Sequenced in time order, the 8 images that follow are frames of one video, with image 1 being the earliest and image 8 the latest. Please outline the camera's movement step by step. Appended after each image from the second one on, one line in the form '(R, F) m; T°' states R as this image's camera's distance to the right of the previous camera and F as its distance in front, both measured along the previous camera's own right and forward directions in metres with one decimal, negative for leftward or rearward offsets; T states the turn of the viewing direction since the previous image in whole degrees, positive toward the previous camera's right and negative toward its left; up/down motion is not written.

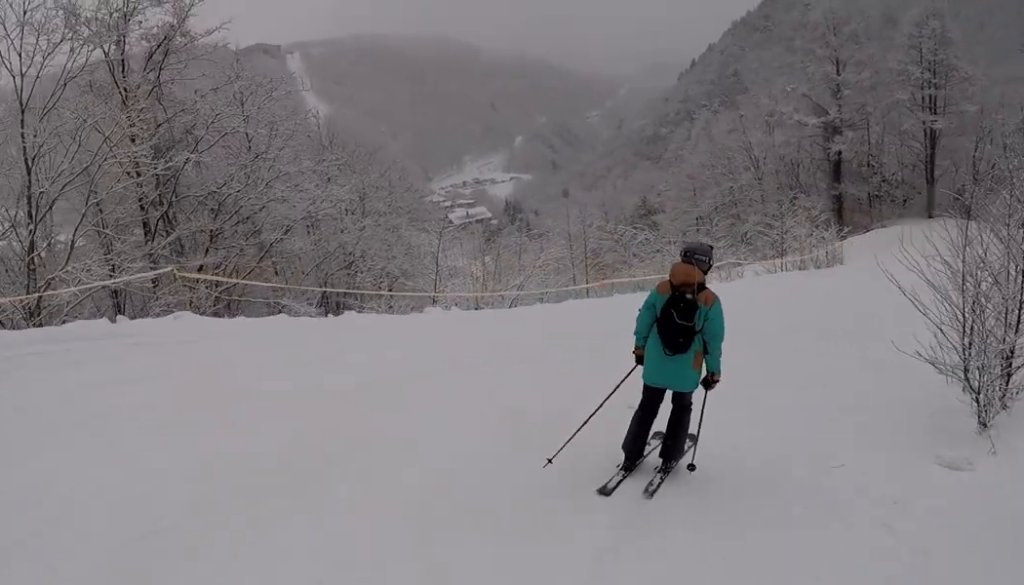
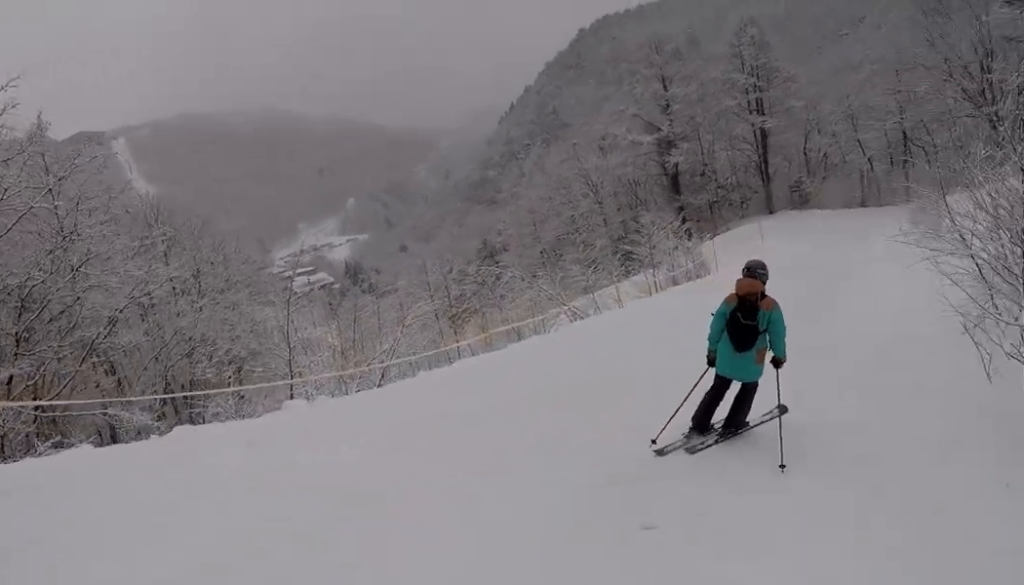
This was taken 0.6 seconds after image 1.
(+0.3, +3.2) m; +9°
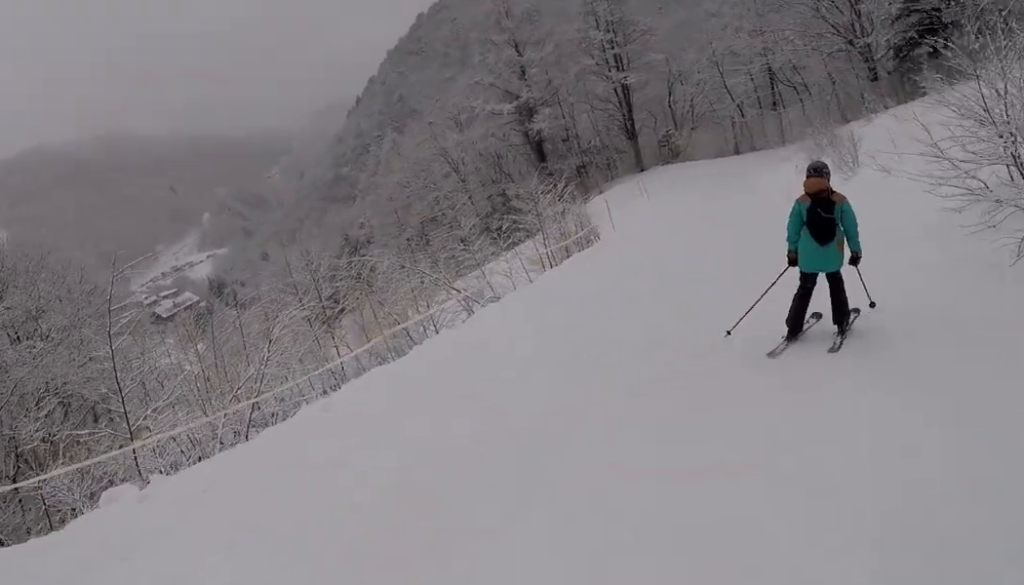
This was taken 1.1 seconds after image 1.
(-0.1, +3.2) m; +10°
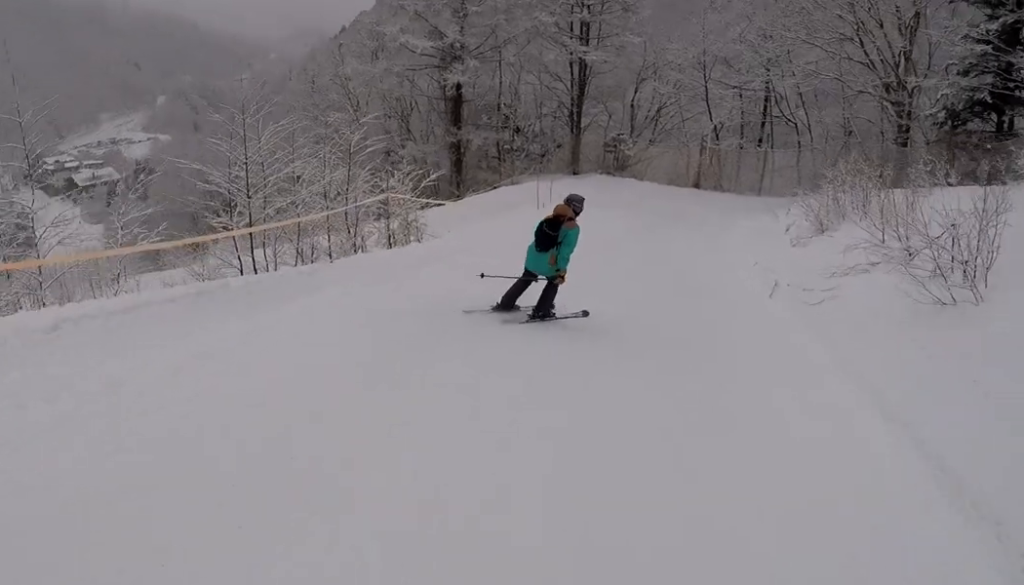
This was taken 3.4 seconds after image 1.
(+2.8, +14.0) m; +7°
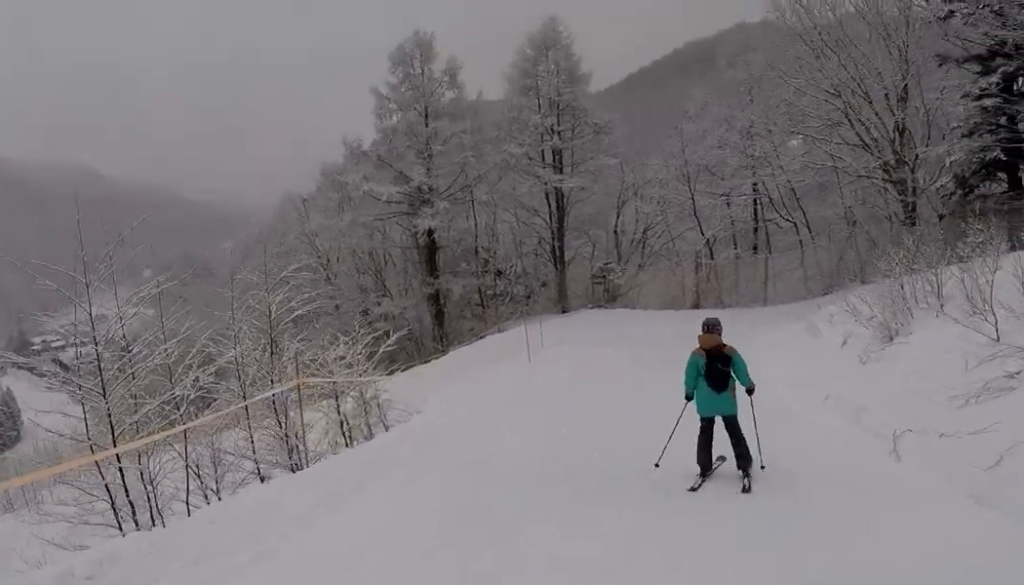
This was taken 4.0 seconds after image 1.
(0.0, +3.8) m; -1°
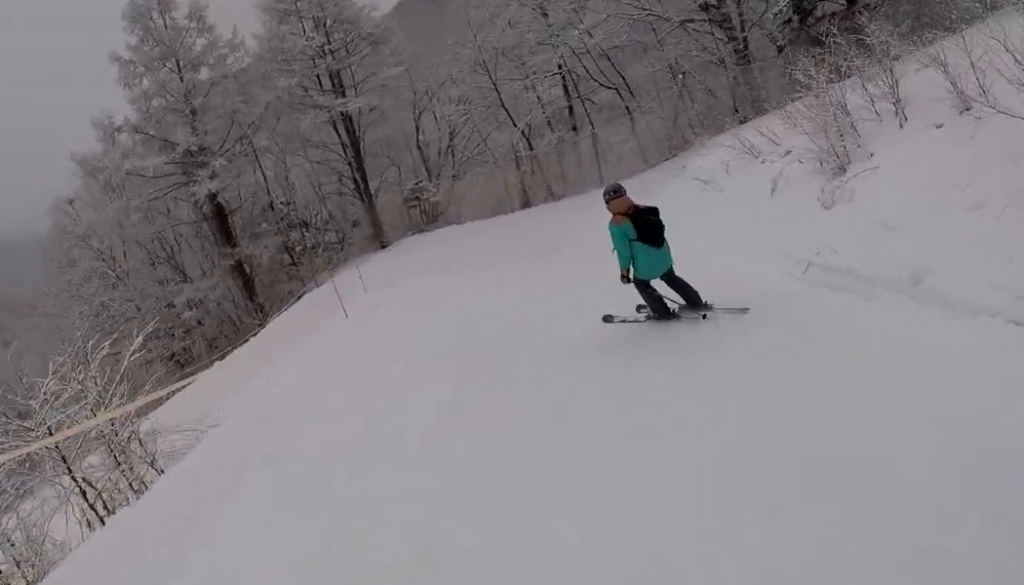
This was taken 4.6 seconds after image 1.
(0.0, +4.0) m; +1°
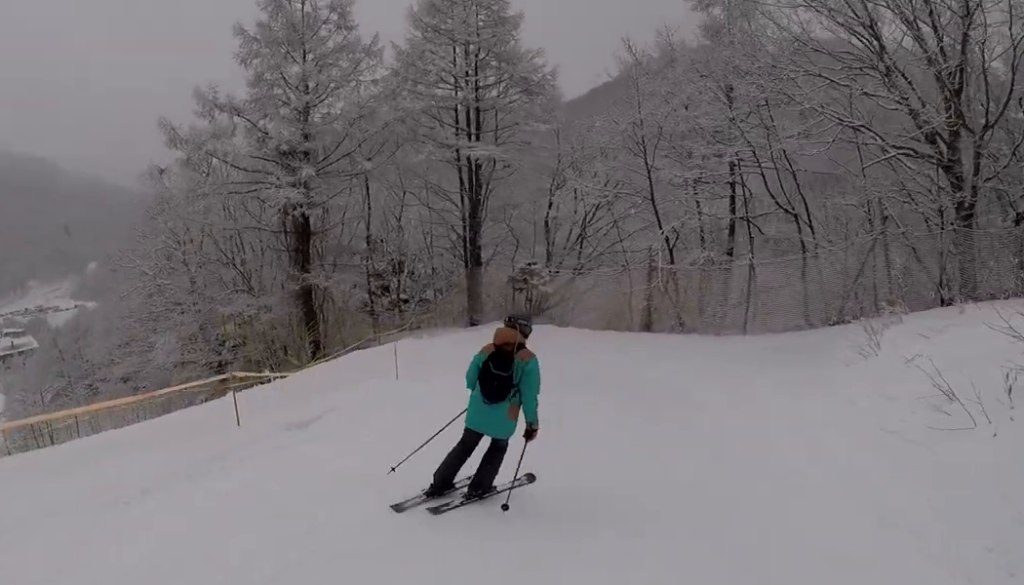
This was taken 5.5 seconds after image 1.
(0.0, +5.8) m; +6°
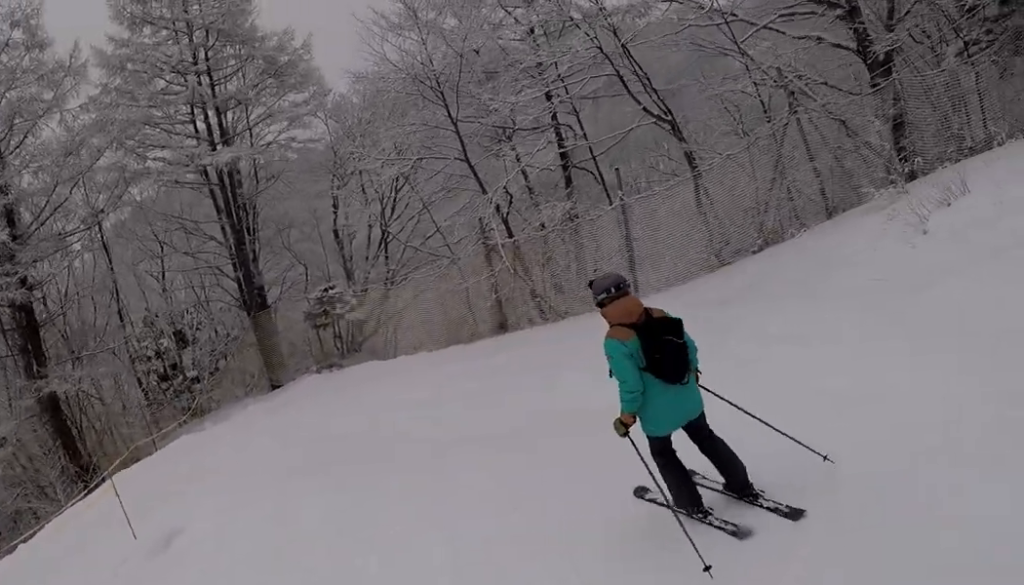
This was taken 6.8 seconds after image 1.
(+0.6, +7.1) m; -3°
